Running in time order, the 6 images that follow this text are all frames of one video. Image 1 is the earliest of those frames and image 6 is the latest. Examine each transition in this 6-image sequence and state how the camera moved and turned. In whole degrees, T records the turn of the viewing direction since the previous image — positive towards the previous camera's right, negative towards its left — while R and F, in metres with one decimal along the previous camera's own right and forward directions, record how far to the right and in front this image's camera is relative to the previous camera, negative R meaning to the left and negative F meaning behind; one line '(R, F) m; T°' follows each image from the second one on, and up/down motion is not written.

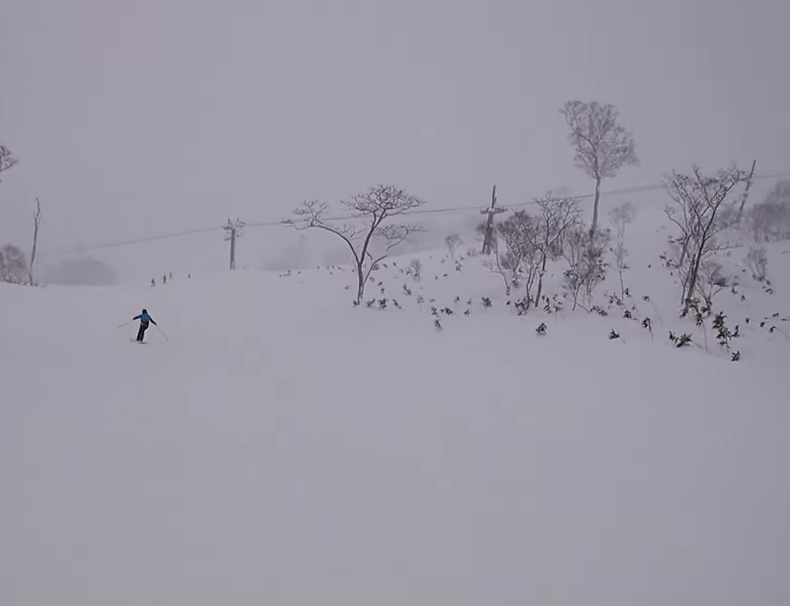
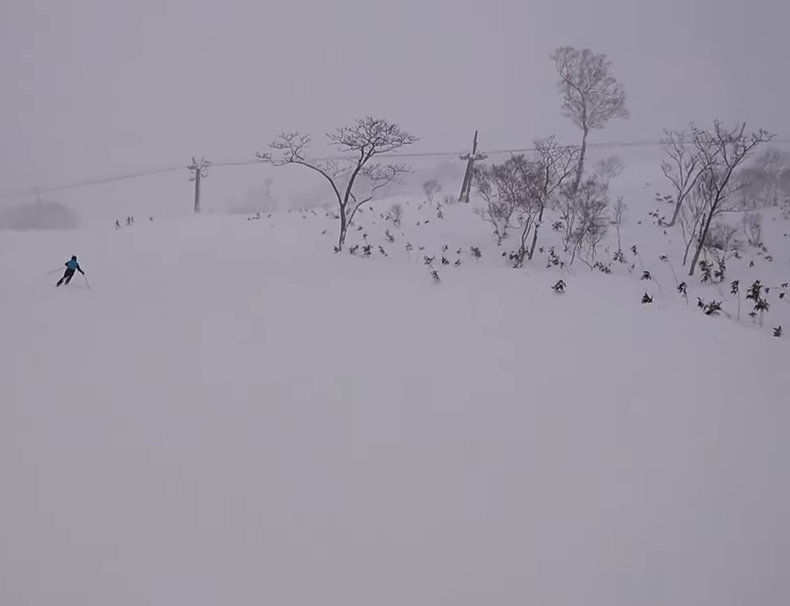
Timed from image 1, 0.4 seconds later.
(+0.3, +2.7) m; +4°
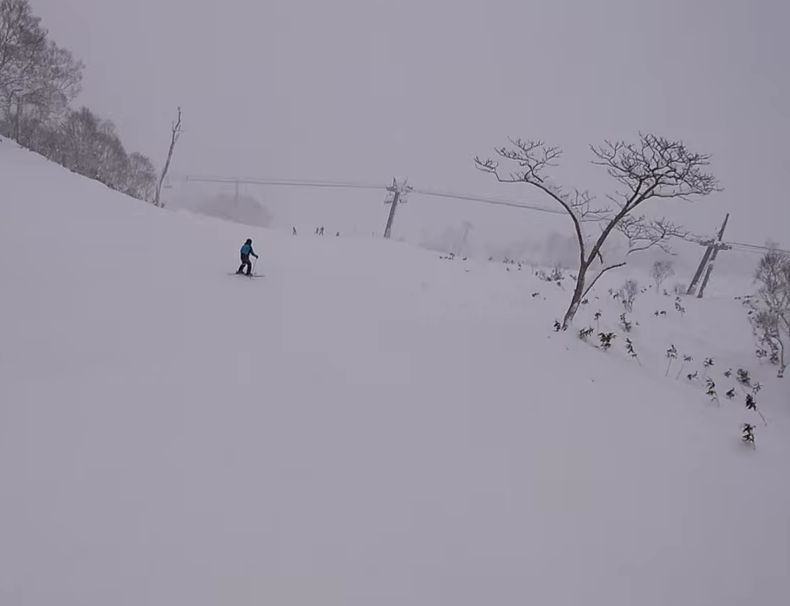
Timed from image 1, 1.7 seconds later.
(-0.5, +9.3) m; -4°
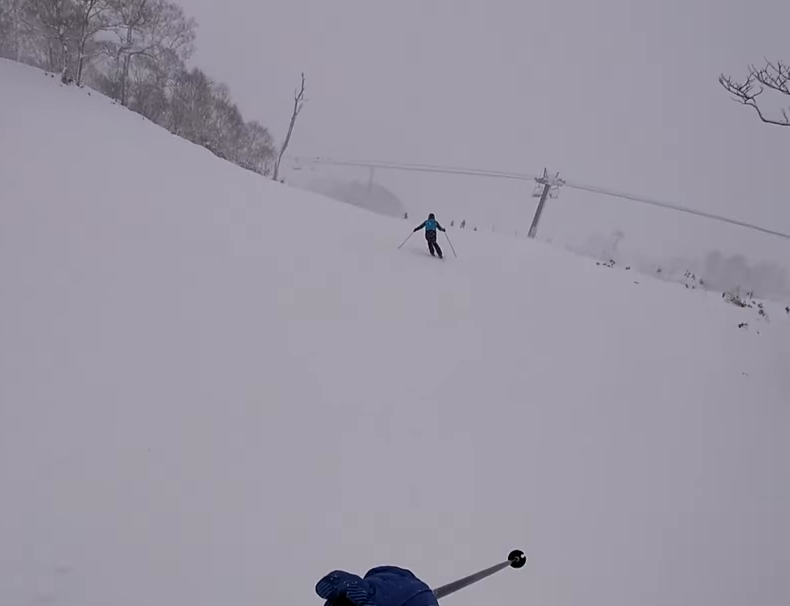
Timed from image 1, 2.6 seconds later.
(-0.1, +6.8) m; -2°
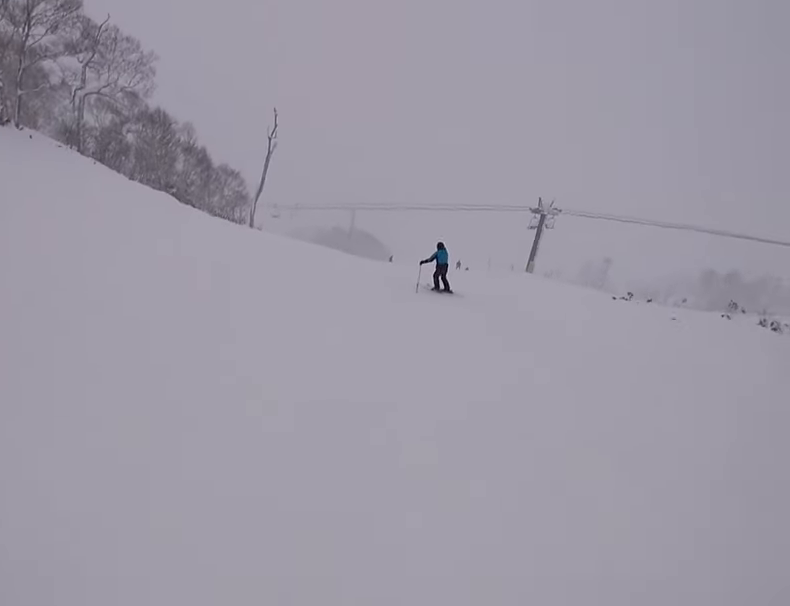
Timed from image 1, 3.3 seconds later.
(+0.4, +5.5) m; -5°
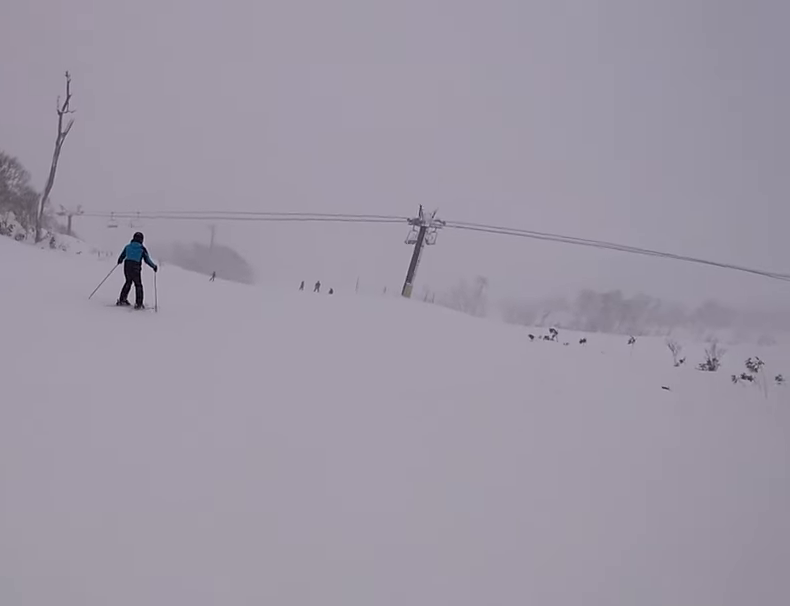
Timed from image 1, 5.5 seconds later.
(+1.2, +15.1) m; +17°
